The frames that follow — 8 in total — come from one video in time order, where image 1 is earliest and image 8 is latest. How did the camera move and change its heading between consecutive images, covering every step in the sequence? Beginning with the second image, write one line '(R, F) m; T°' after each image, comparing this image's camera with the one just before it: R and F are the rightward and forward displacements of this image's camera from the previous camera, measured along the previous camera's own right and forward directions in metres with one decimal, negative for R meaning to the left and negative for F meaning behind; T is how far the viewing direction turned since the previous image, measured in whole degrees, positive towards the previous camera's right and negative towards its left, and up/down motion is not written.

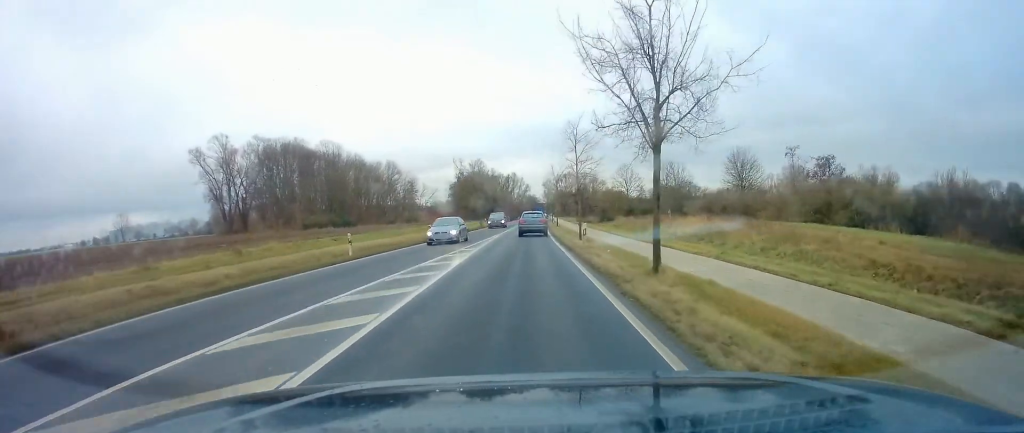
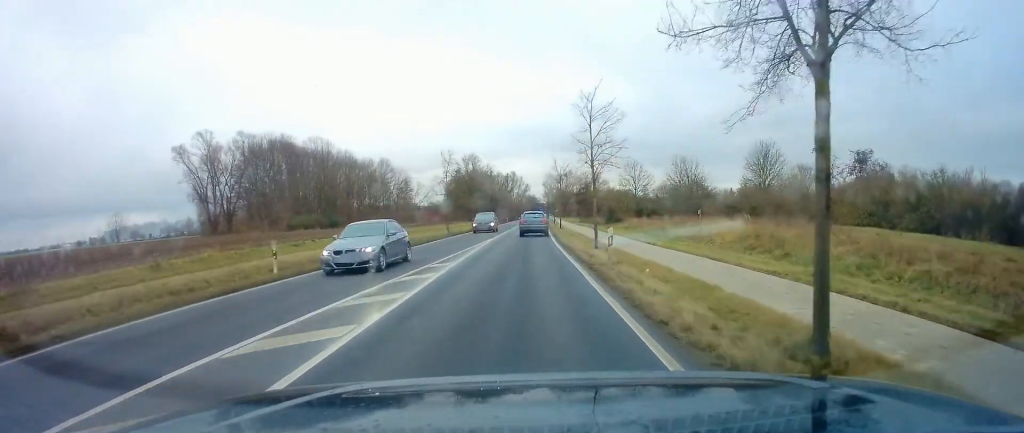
(0.0, +7.1) m; 0°
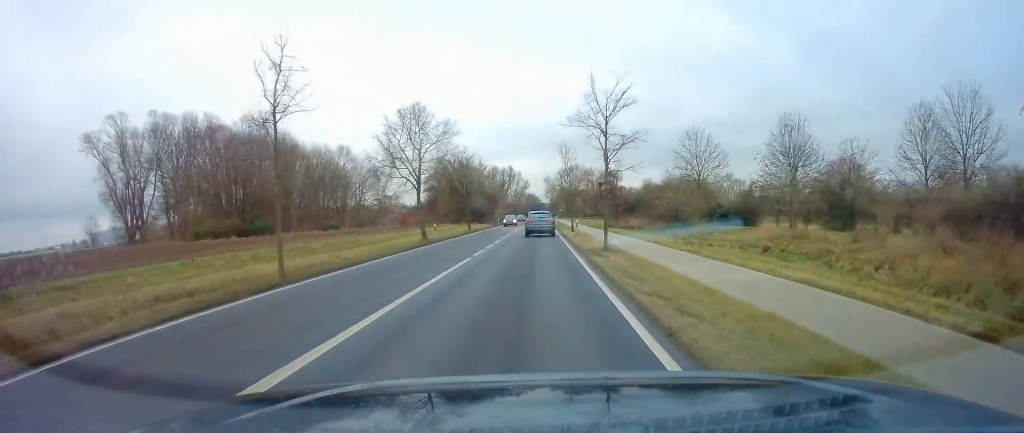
(0.0, +31.0) m; +1°
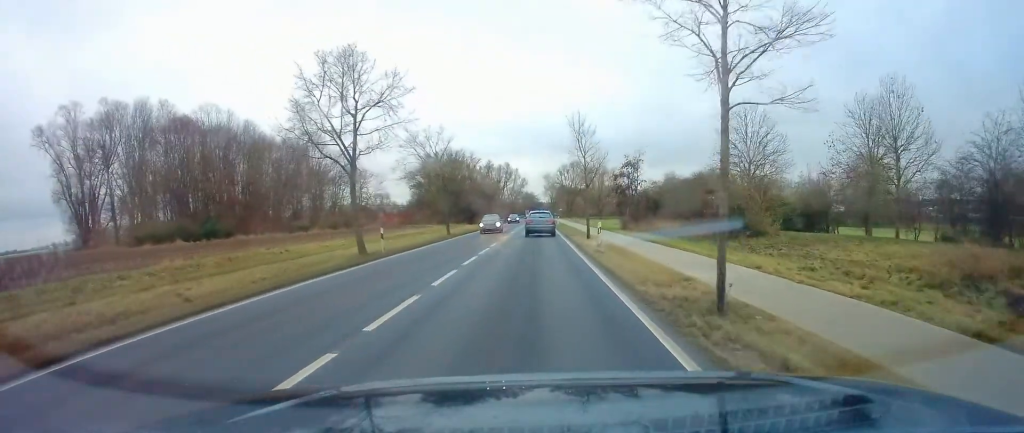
(+0.1, +12.4) m; 0°
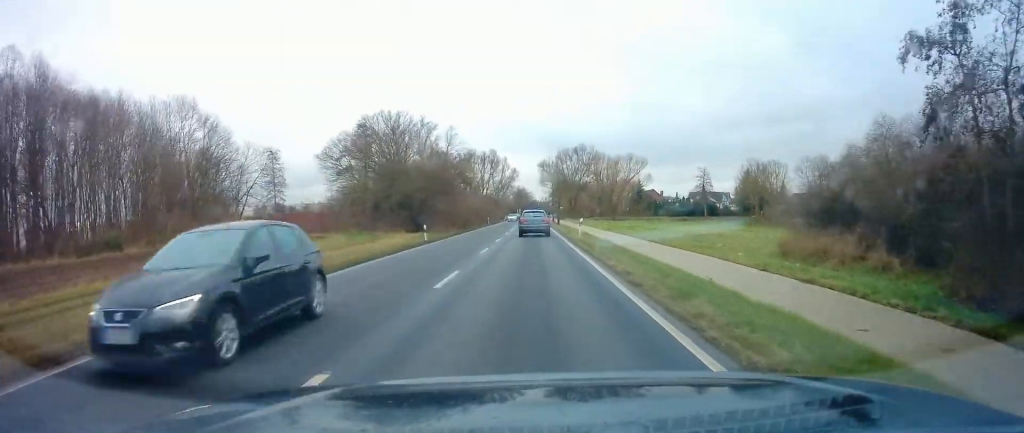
(-0.2, +40.7) m; 0°
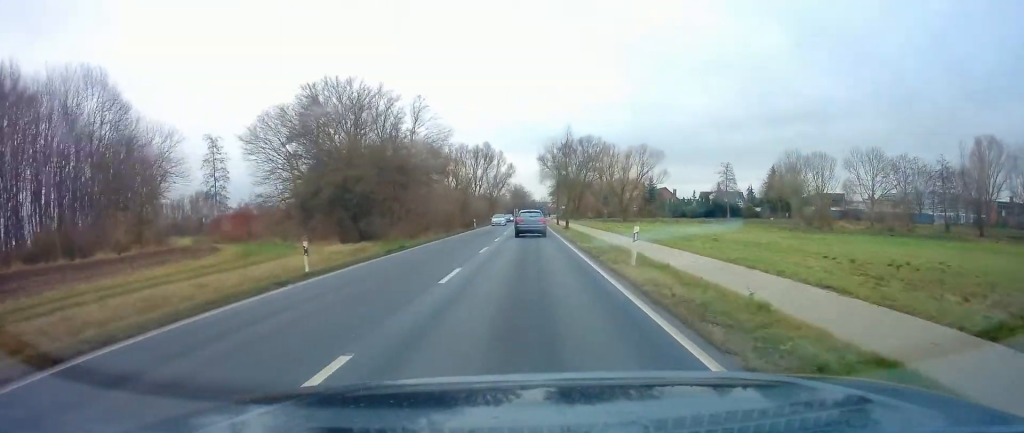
(0.0, +17.2) m; 0°
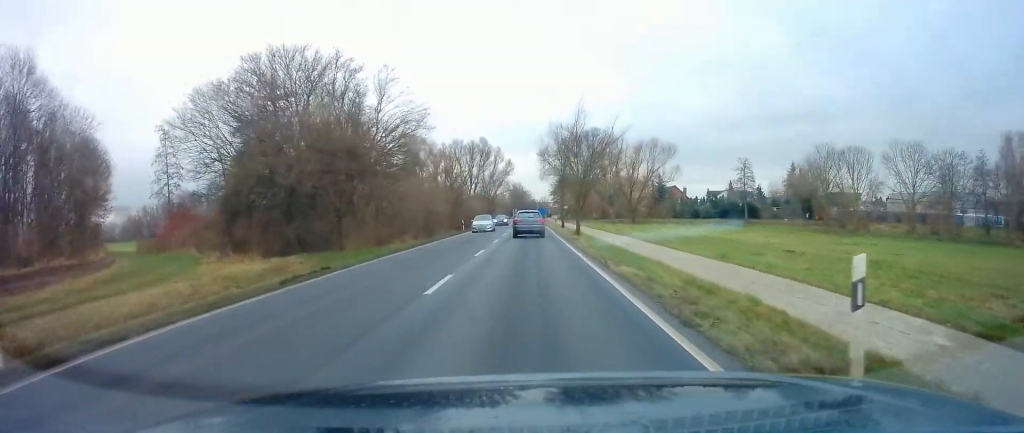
(0.0, +10.5) m; 0°
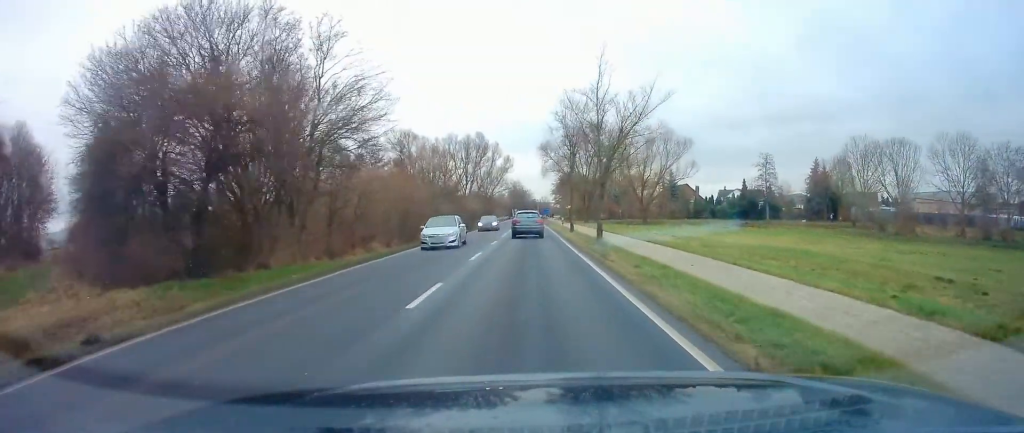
(+0.2, +10.5) m; 0°
